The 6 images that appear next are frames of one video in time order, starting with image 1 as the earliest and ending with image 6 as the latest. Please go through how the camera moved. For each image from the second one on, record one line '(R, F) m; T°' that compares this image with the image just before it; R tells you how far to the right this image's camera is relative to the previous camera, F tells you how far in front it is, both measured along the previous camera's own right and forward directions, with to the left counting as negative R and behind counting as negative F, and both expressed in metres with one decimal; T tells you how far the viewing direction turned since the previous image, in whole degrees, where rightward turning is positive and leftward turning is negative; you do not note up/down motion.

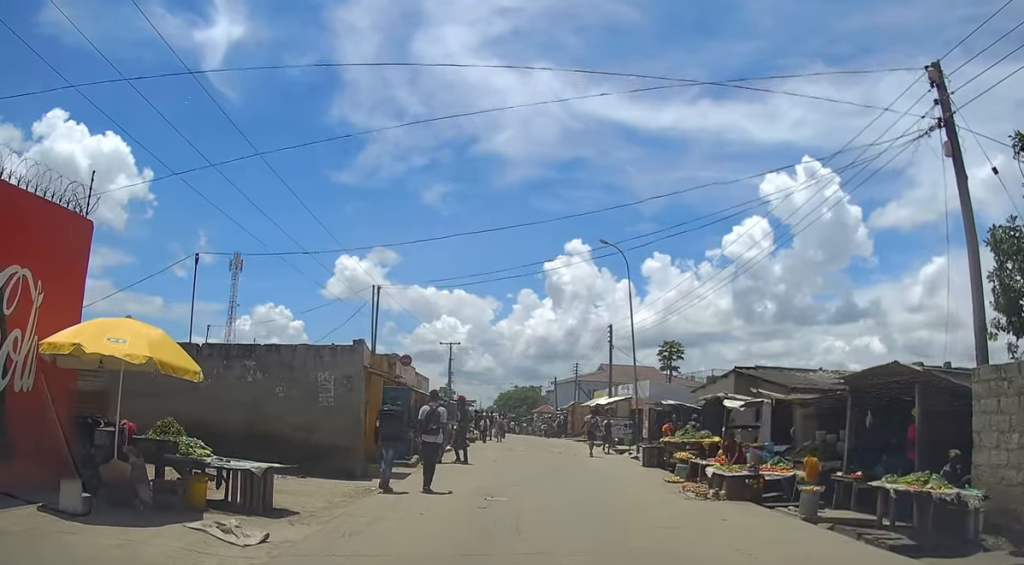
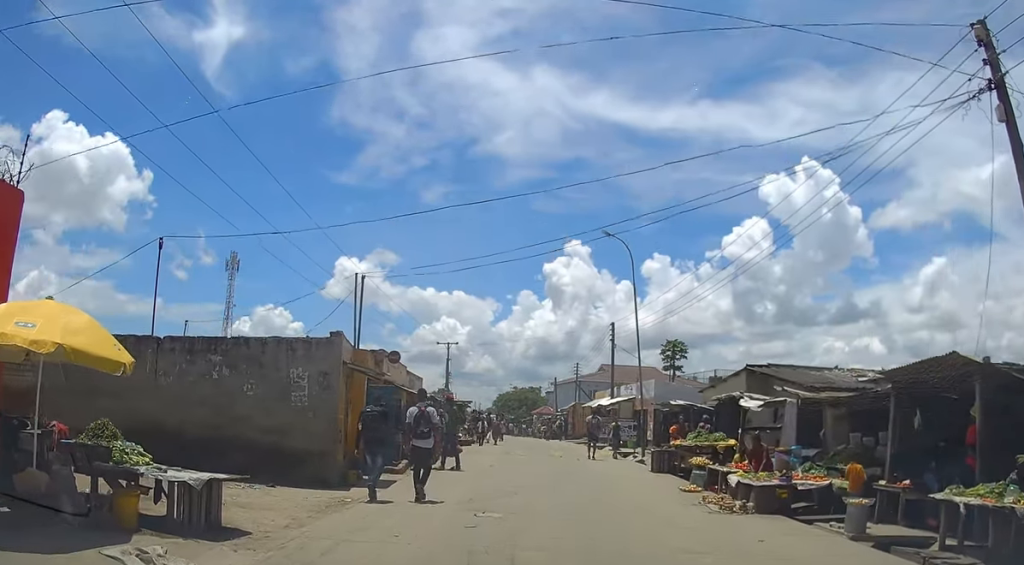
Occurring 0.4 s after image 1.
(0.0, +1.6) m; 0°
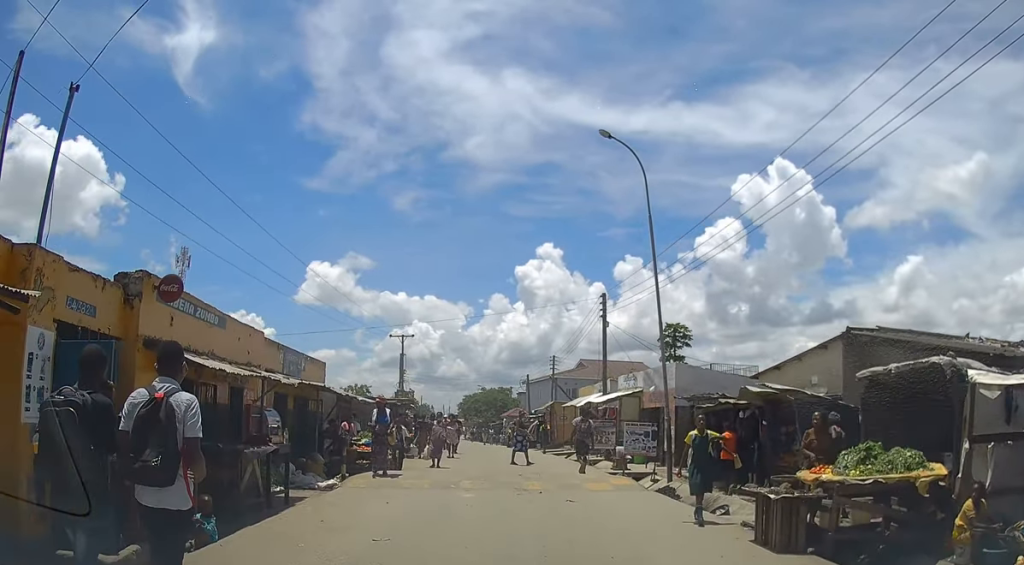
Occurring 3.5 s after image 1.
(-0.3, +11.1) m; -1°
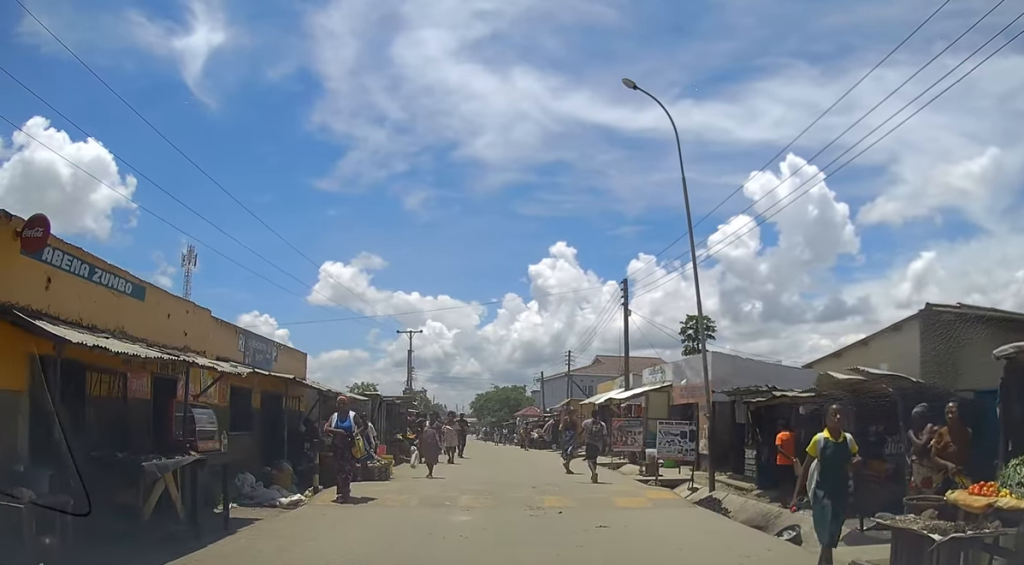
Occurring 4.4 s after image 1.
(+0.1, +3.0) m; +1°
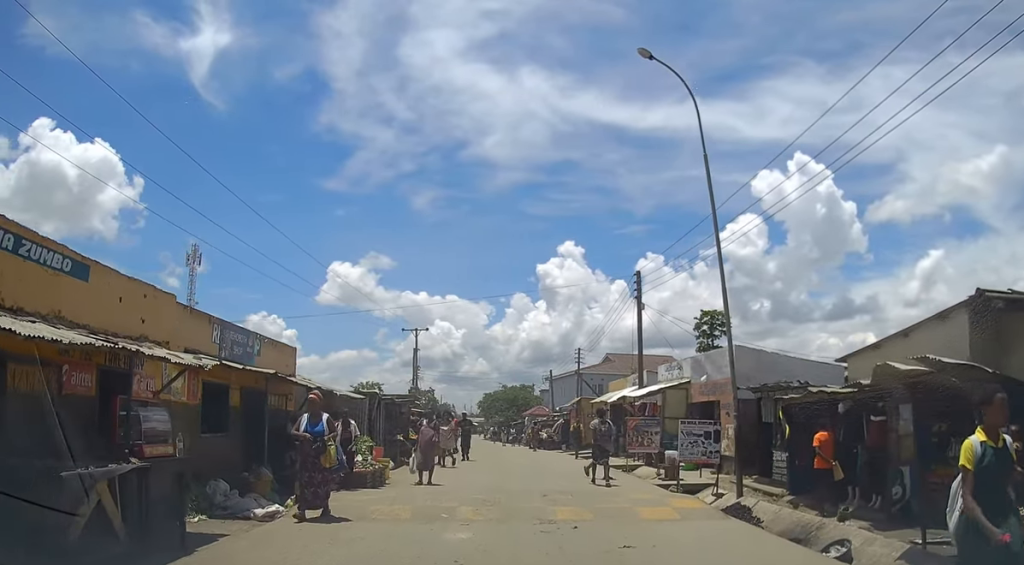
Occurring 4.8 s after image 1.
(+0.1, +1.5) m; 0°
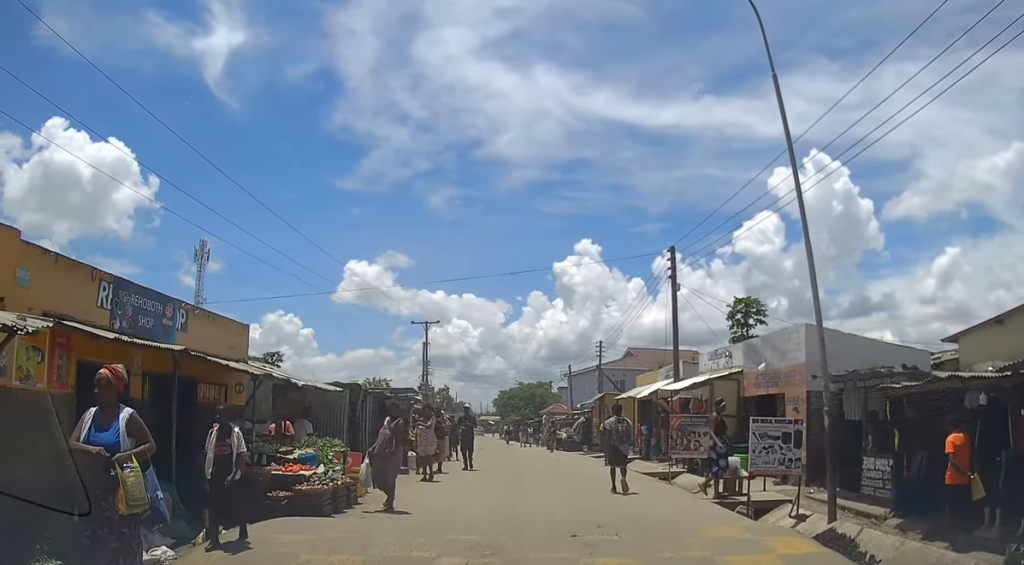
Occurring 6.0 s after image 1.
(-0.1, +3.7) m; -3°
